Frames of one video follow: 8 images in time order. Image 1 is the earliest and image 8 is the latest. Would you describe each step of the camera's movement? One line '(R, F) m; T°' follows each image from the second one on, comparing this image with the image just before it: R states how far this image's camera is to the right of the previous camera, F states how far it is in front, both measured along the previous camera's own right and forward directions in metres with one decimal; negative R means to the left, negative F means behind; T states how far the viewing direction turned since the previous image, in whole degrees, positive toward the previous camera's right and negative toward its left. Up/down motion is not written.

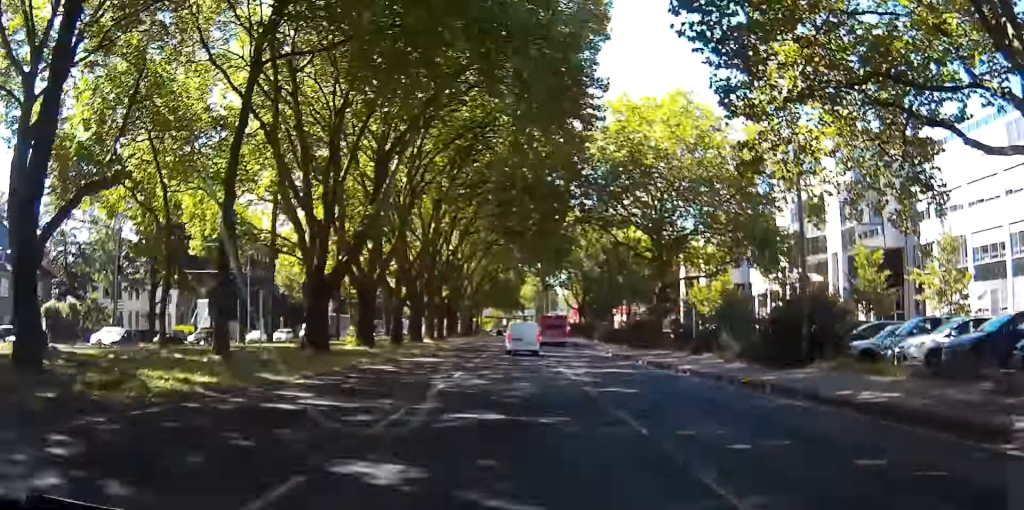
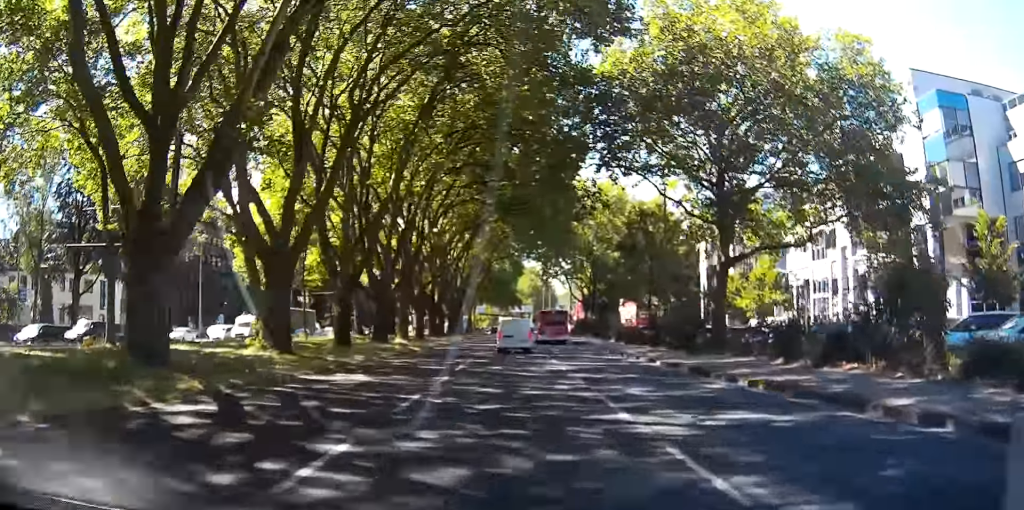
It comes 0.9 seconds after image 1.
(0.0, +14.7) m; 0°
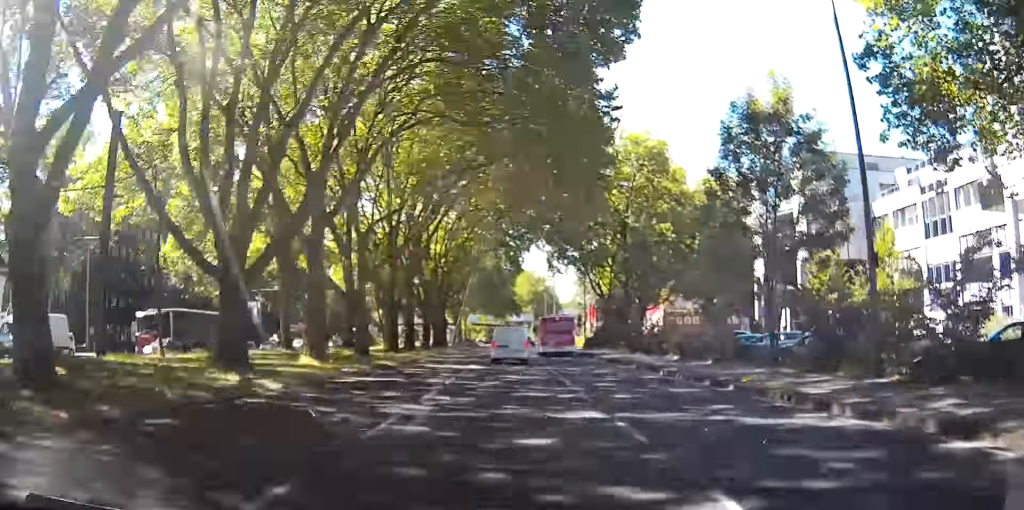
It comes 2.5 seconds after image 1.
(+0.1, +24.4) m; +1°
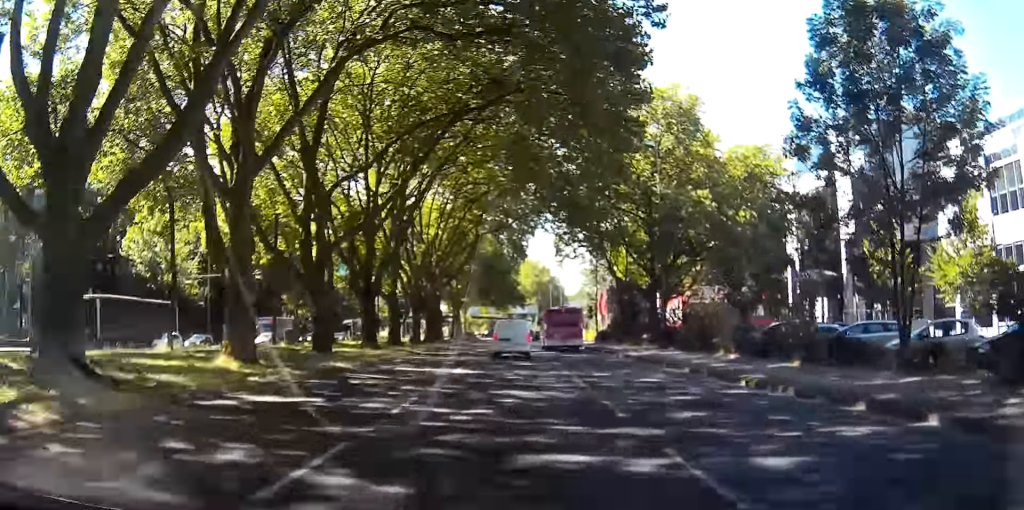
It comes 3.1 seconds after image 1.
(0.0, +9.8) m; -1°
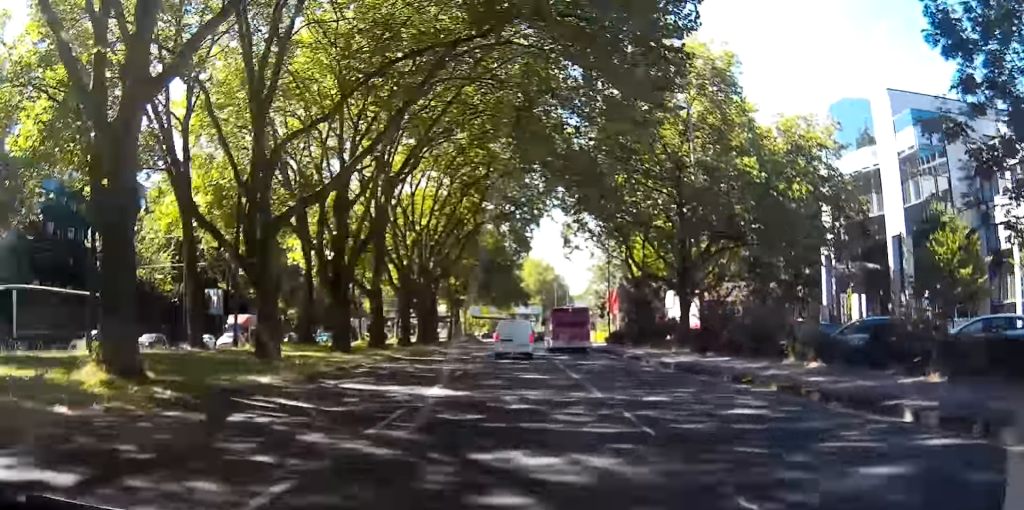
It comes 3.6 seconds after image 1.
(+0.2, +8.2) m; -1°
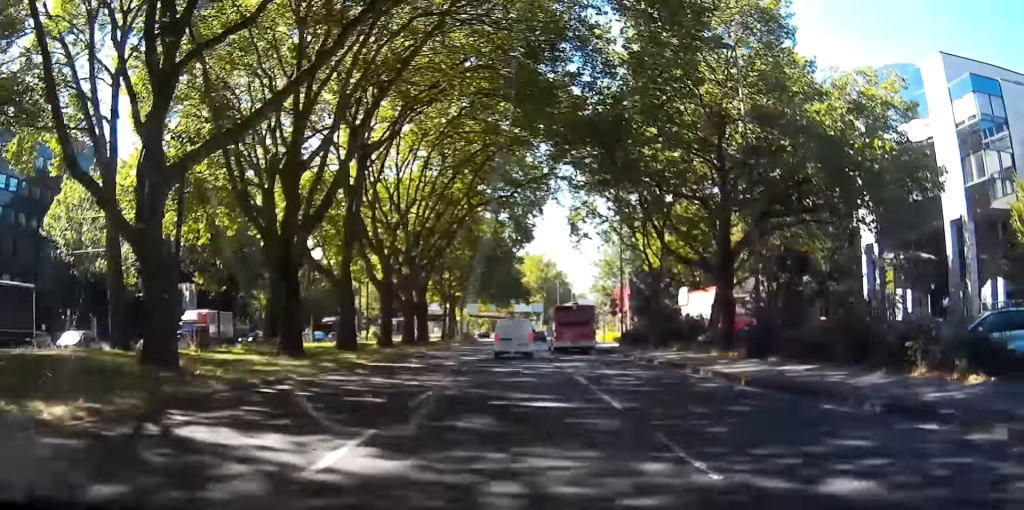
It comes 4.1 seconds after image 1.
(-0.3, +8.5) m; -2°
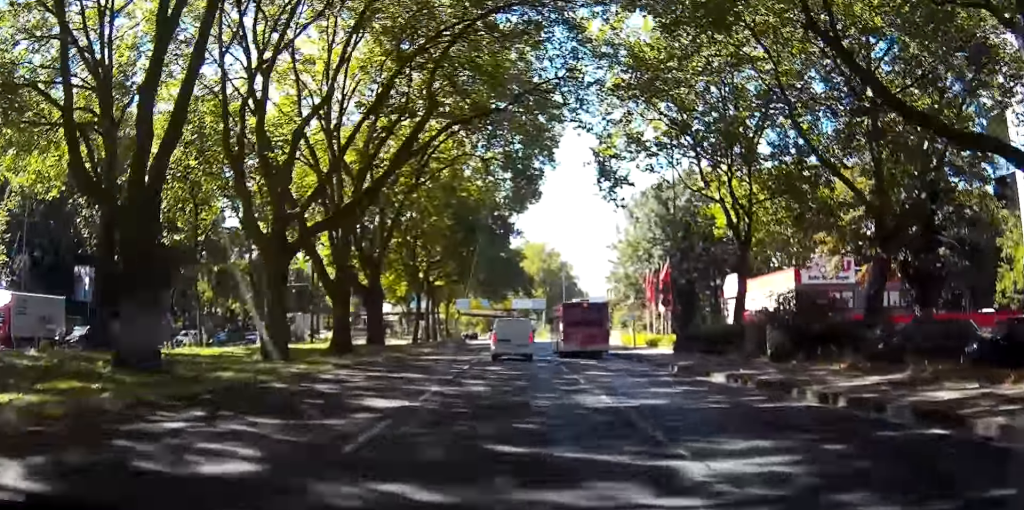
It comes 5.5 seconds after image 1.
(-0.7, +22.3) m; -2°
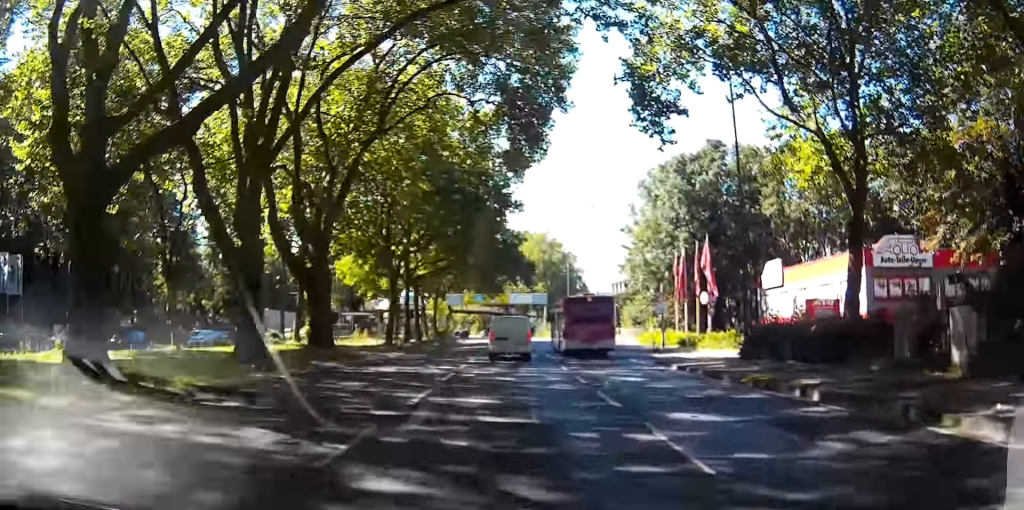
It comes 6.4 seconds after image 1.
(+0.1, +12.7) m; +1°
